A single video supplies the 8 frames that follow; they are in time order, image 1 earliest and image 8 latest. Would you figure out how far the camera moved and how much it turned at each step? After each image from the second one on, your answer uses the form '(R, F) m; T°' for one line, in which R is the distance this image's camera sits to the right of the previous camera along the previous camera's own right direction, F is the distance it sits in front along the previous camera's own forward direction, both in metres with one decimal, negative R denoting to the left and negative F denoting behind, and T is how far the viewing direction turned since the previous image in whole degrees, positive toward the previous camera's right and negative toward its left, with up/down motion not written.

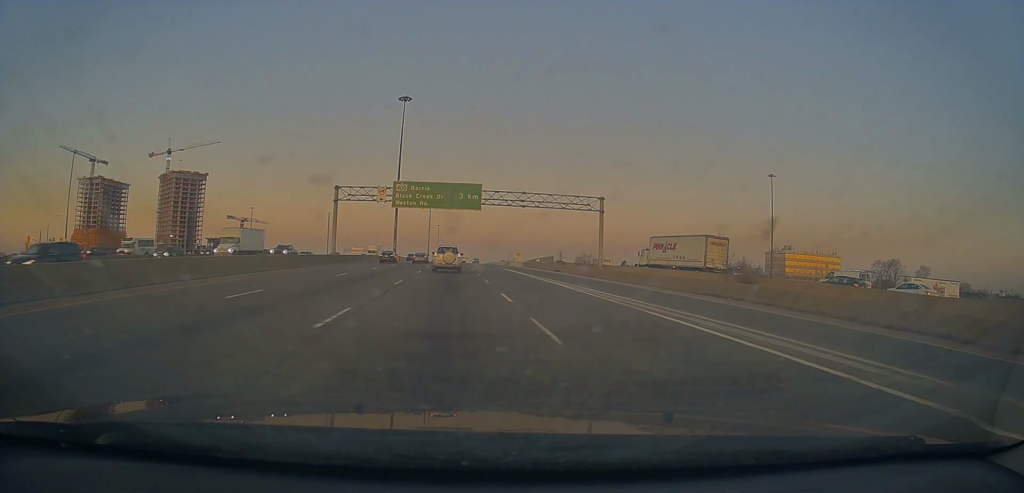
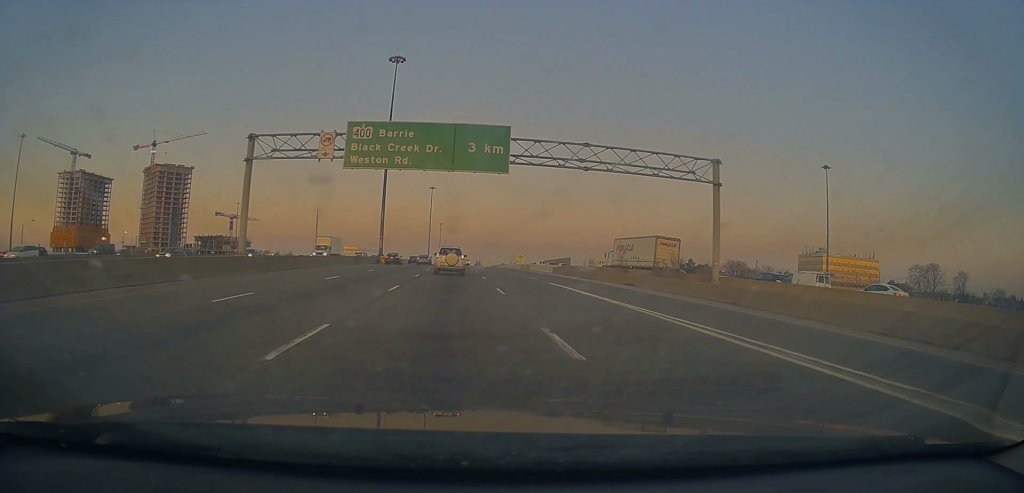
(0.0, +26.6) m; 0°
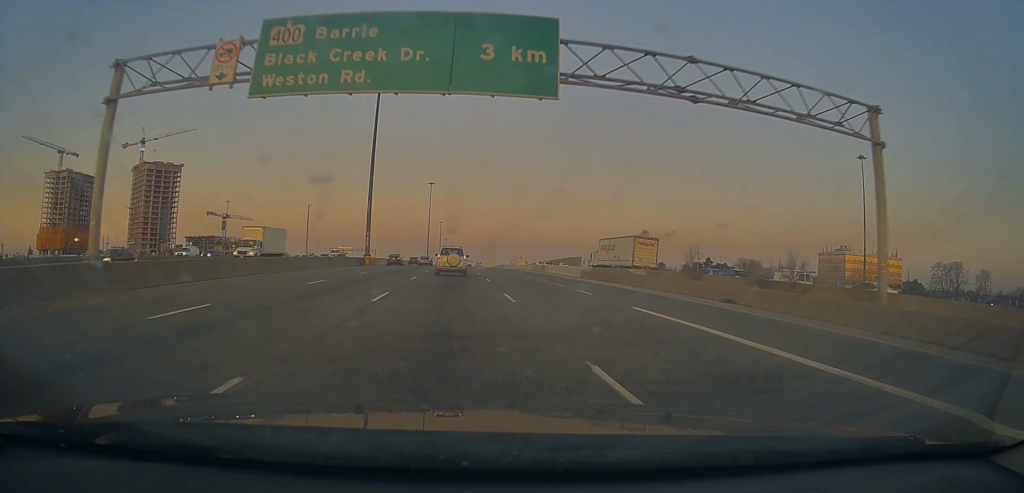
(+0.1, +15.2) m; 0°
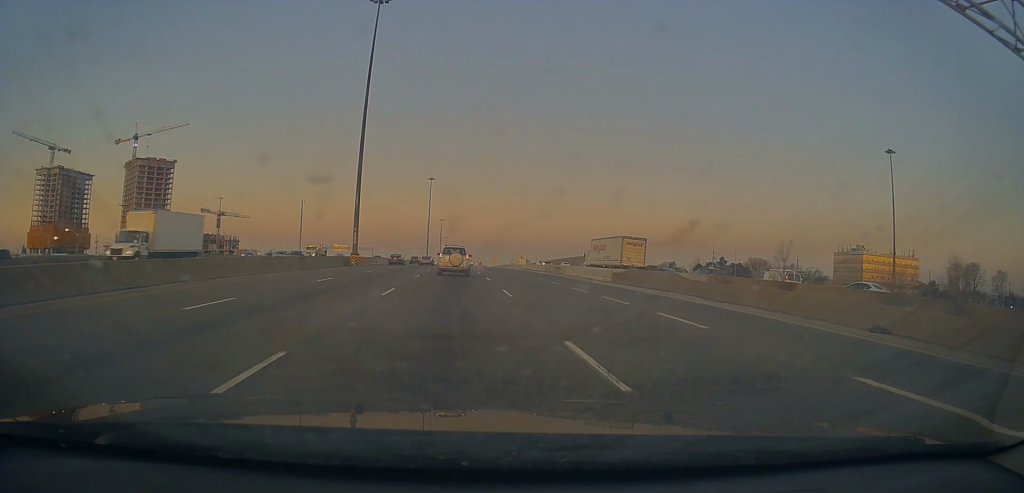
(0.0, +10.6) m; 0°
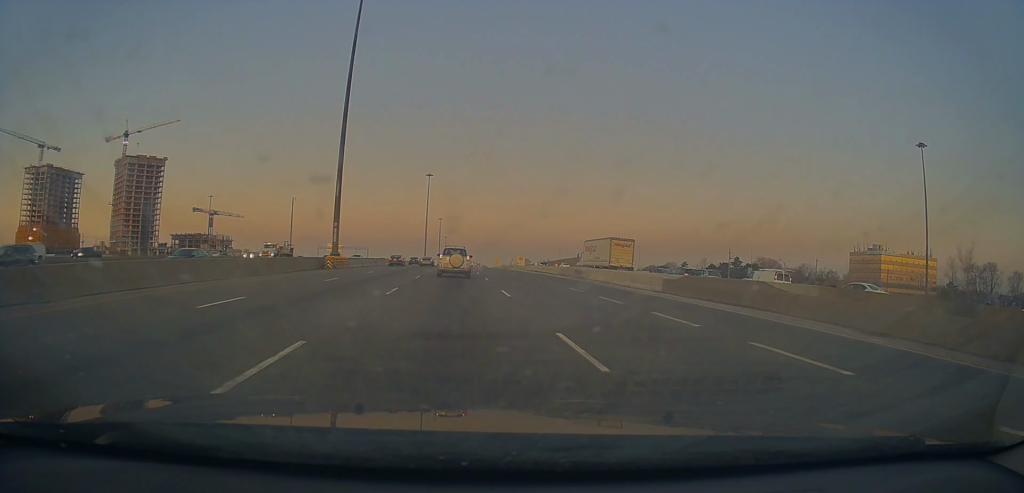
(-0.1, +11.4) m; 0°
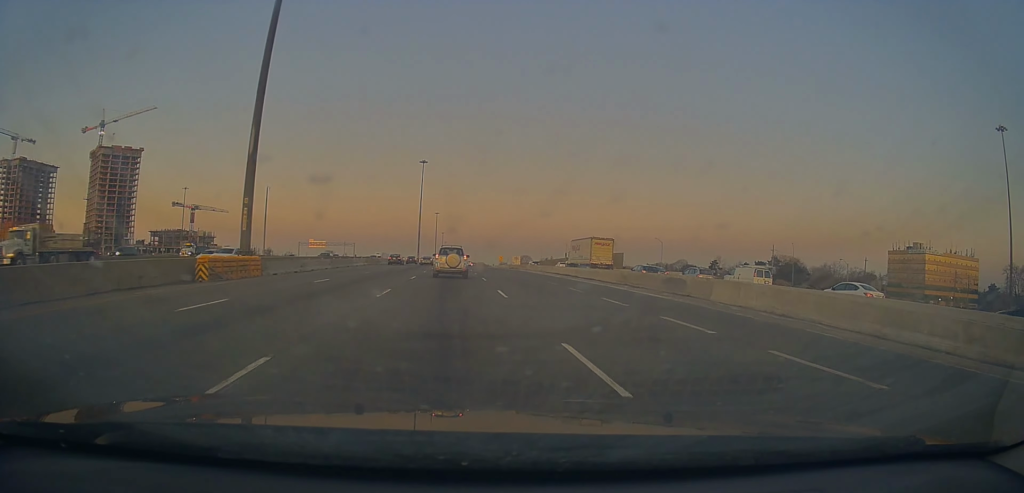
(+0.3, +25.6) m; 0°
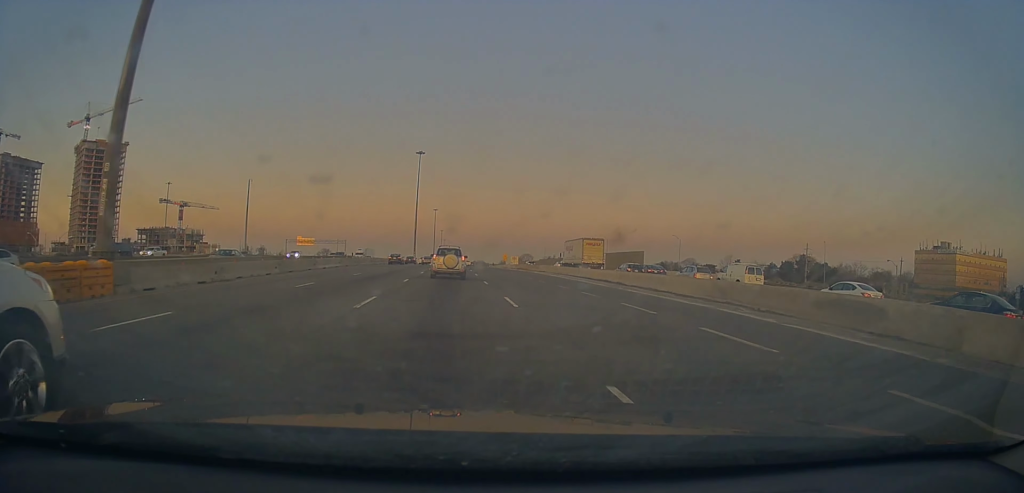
(-0.2, +15.3) m; 0°
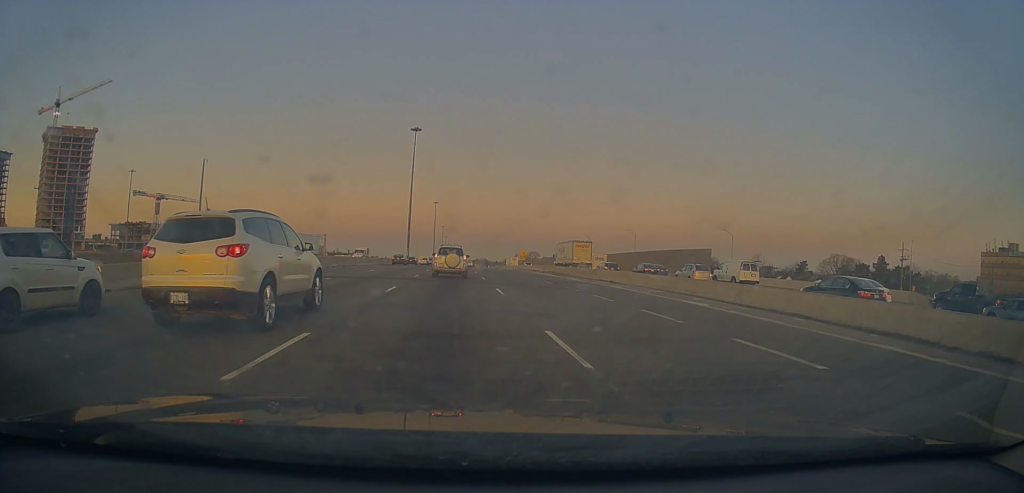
(+0.1, +31.1) m; 0°
